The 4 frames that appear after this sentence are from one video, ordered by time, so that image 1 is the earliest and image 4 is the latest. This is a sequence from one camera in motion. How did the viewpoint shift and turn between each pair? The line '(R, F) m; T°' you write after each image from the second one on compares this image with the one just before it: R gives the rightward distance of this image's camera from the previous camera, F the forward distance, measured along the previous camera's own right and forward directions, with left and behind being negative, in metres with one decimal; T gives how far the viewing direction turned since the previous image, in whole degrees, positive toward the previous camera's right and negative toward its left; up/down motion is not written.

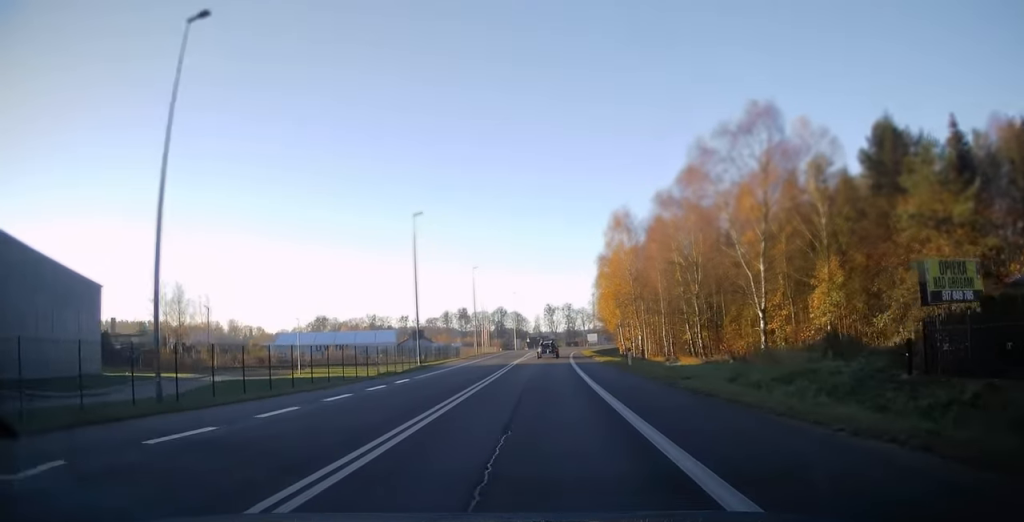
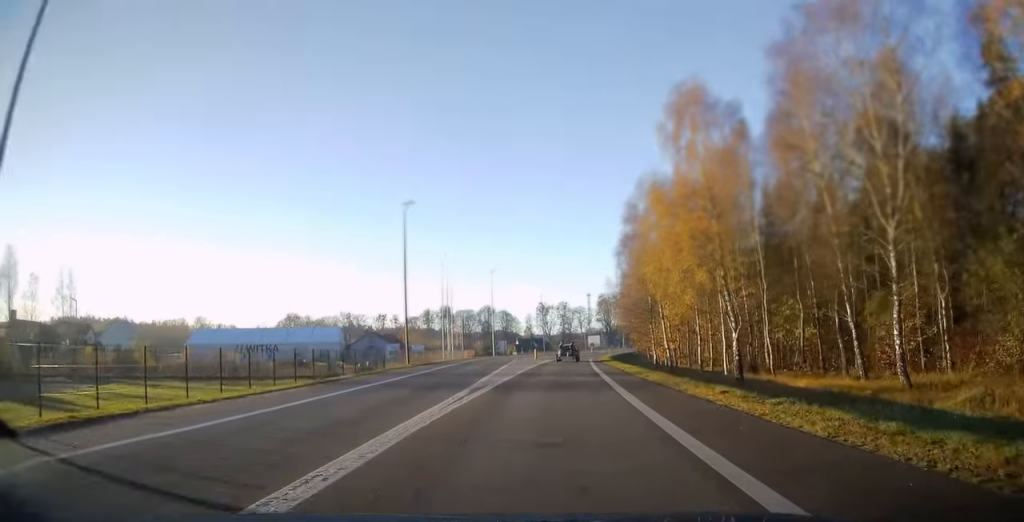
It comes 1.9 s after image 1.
(-0.1, +37.2) m; +1°
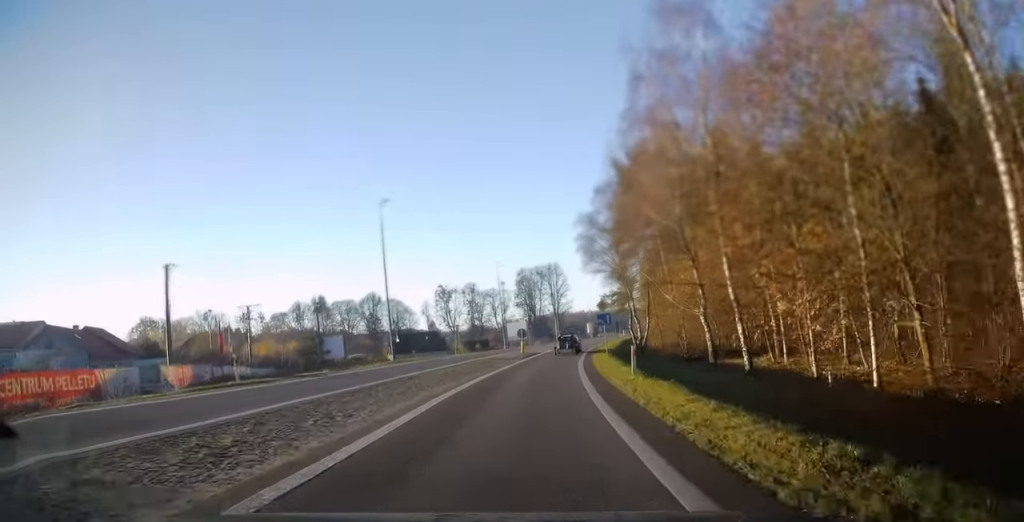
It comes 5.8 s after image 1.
(+4.5, +74.9) m; +8°
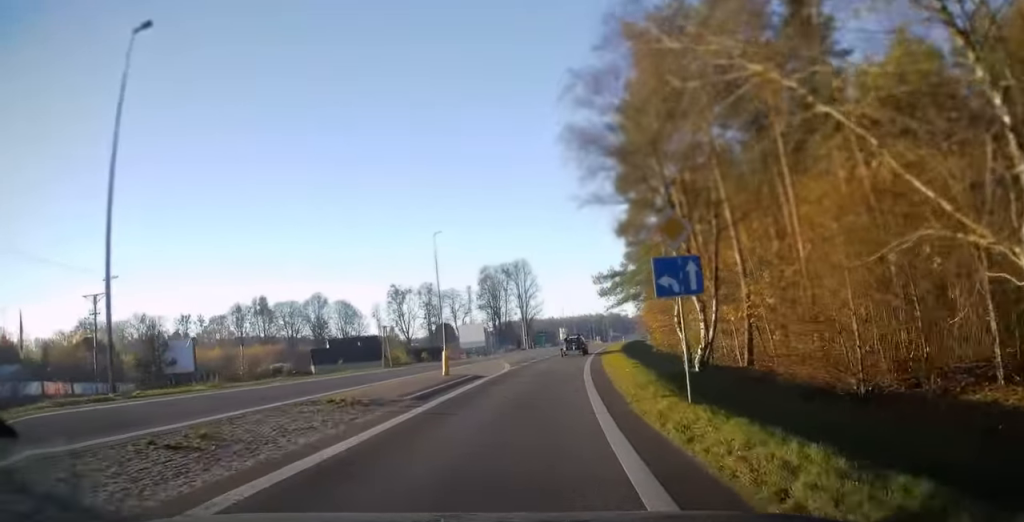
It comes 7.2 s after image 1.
(+0.6, +26.7) m; +3°
